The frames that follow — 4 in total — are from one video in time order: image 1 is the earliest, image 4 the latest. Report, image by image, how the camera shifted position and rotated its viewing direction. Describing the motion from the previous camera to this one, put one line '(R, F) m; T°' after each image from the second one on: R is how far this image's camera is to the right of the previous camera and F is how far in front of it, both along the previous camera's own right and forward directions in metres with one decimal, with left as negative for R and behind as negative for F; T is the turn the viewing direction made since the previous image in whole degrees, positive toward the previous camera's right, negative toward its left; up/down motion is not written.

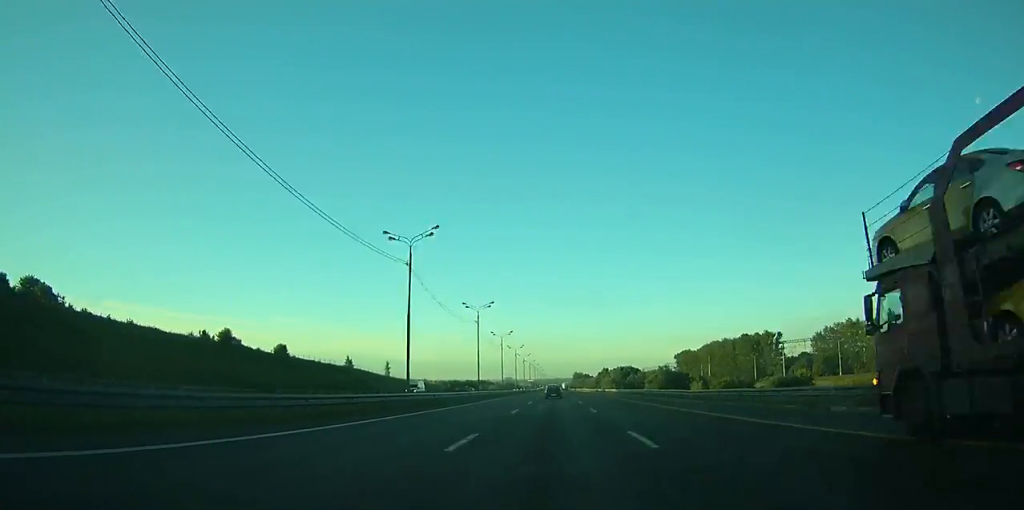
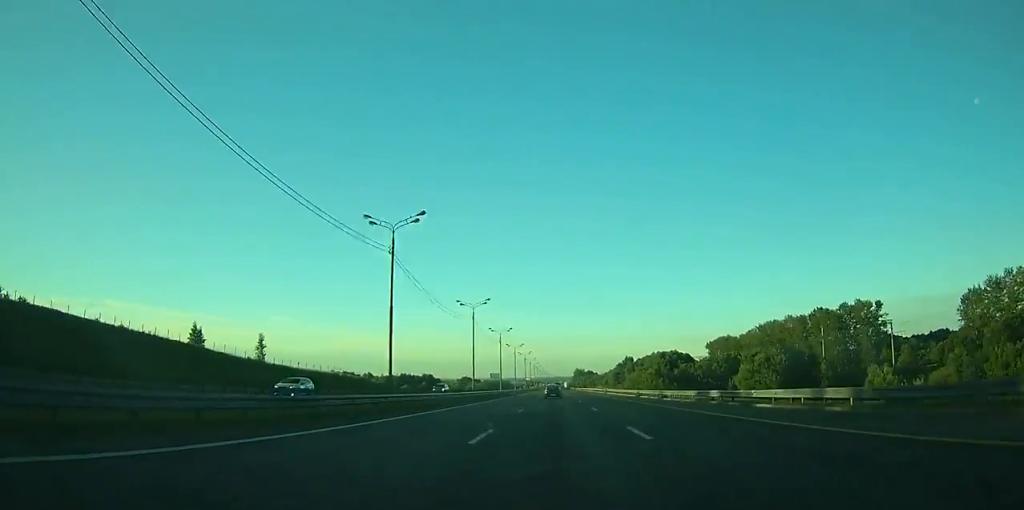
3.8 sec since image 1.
(-0.2, +95.8) m; 0°
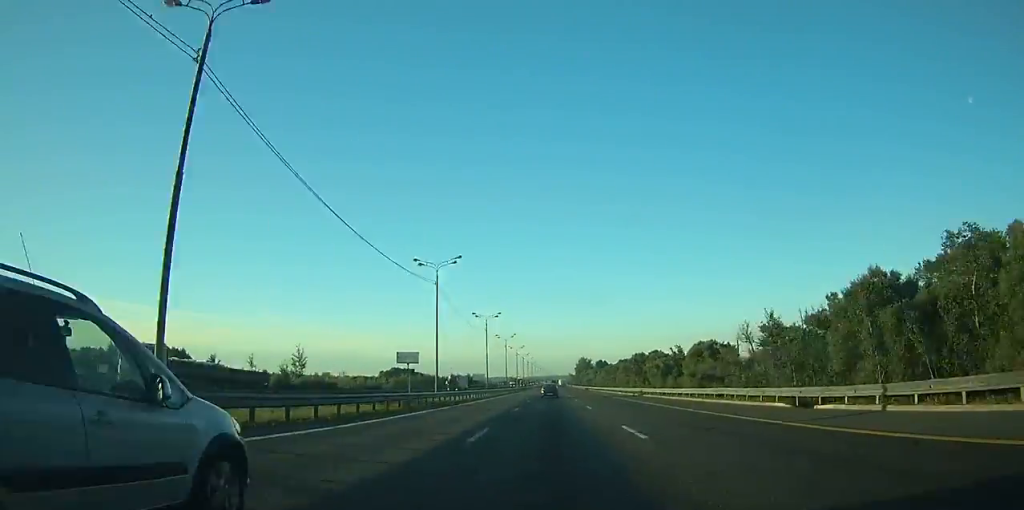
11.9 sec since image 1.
(+1.1, +200.2) m; +1°
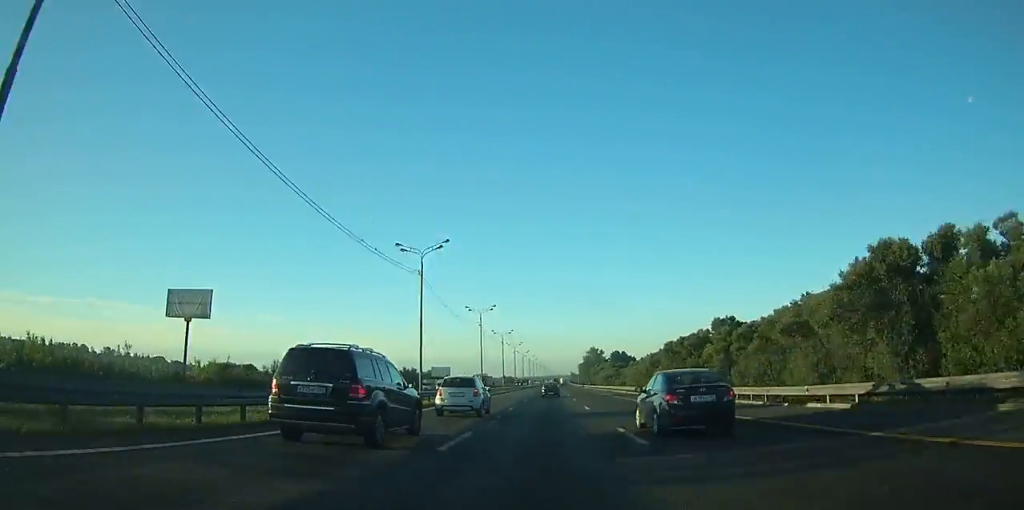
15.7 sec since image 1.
(+0.3, +94.4) m; 0°
